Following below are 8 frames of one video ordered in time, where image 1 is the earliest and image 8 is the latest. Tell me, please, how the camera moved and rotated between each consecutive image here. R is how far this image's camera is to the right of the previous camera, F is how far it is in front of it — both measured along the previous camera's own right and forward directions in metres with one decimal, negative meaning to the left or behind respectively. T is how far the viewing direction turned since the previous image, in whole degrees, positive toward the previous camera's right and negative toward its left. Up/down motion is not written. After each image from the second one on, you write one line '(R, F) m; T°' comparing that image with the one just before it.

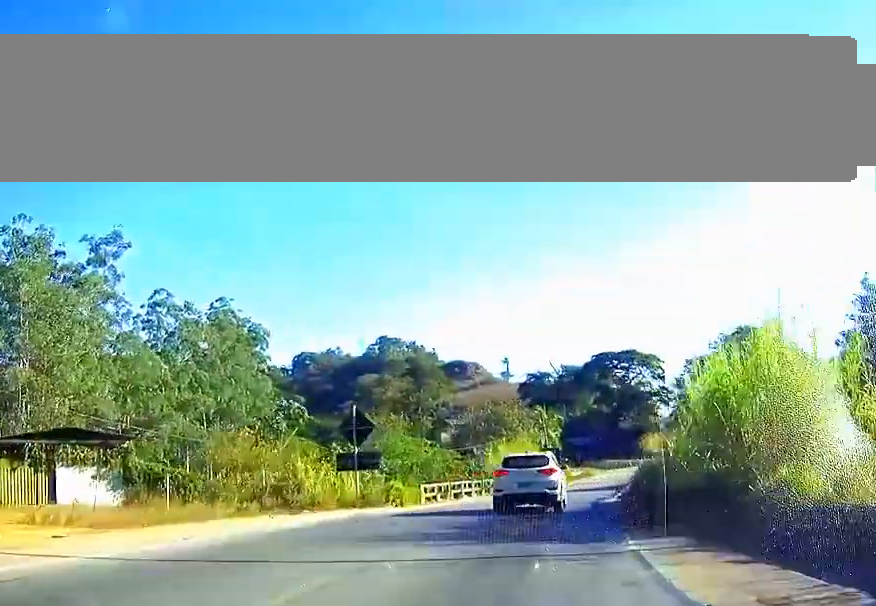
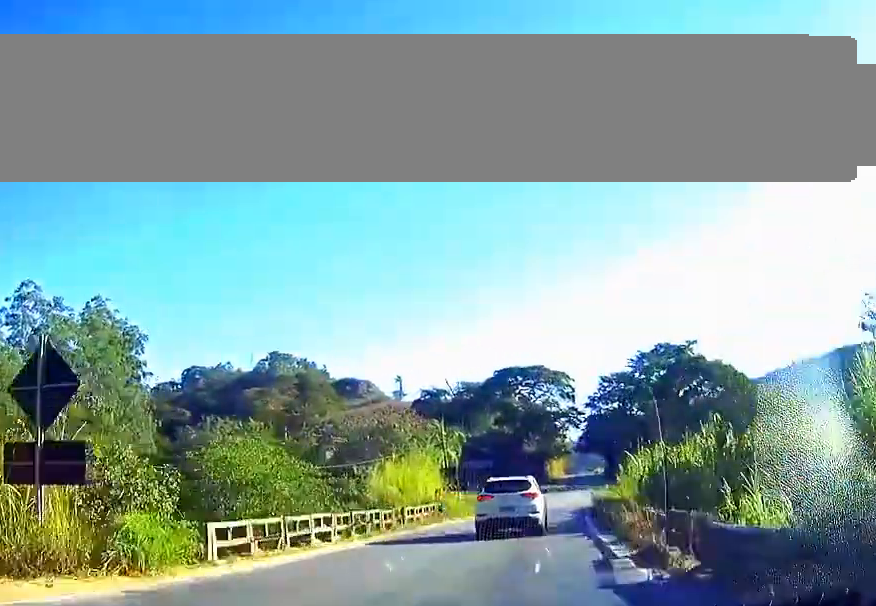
(+1.0, +16.7) m; +4°
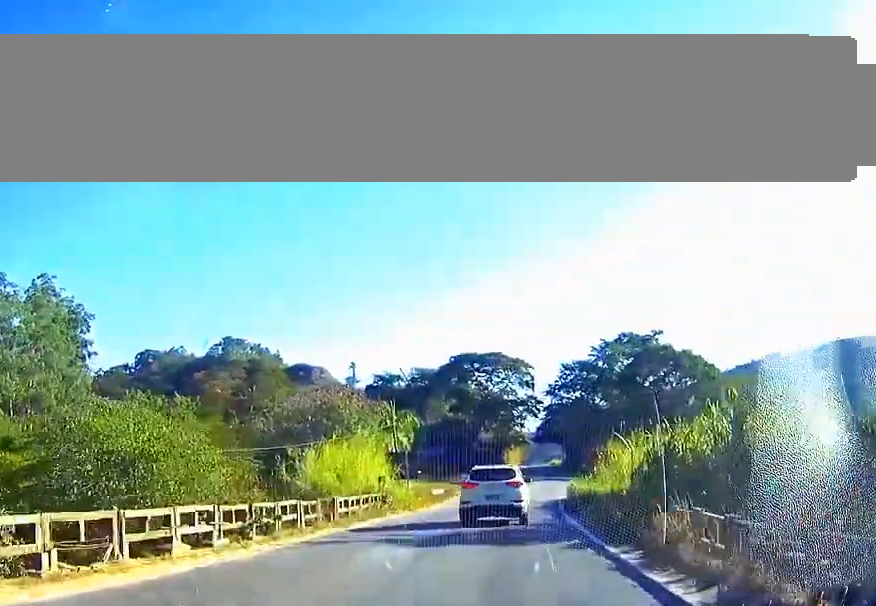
(+0.1, +7.2) m; +2°
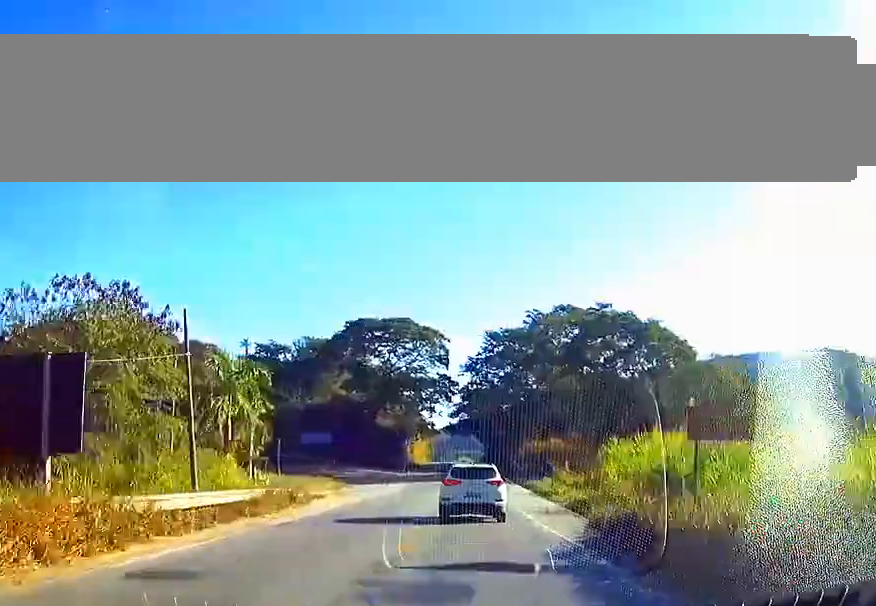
(+4.0, +32.9) m; +12°
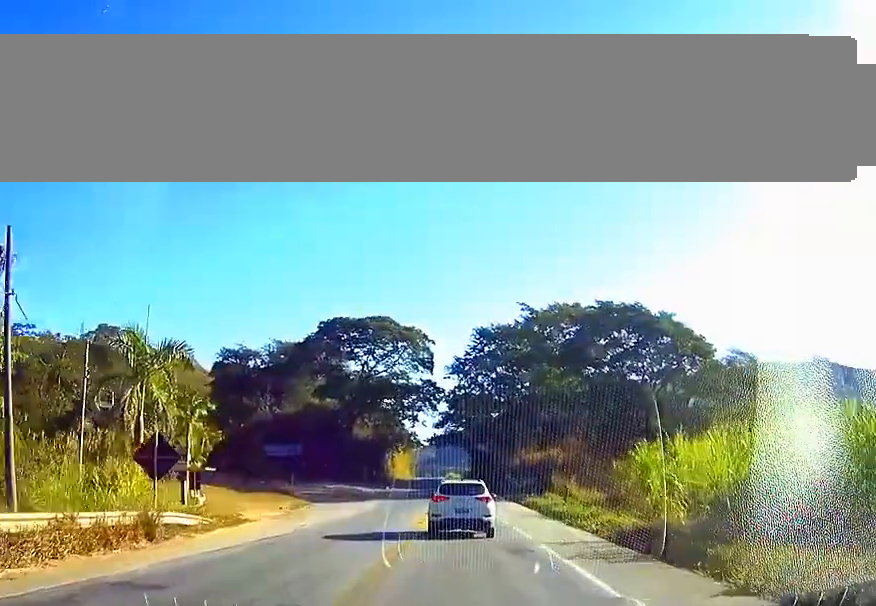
(+0.1, +13.8) m; +2°
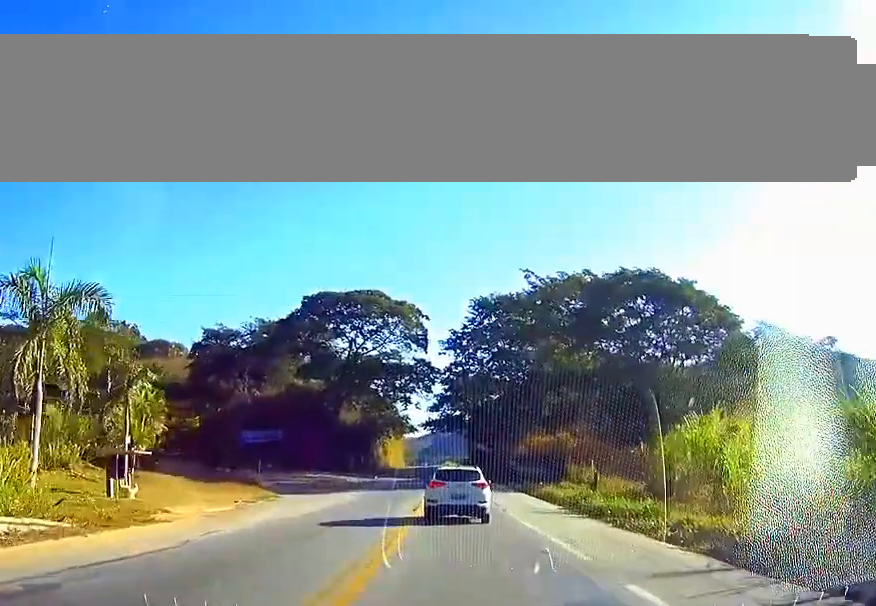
(+0.2, +10.9) m; +1°
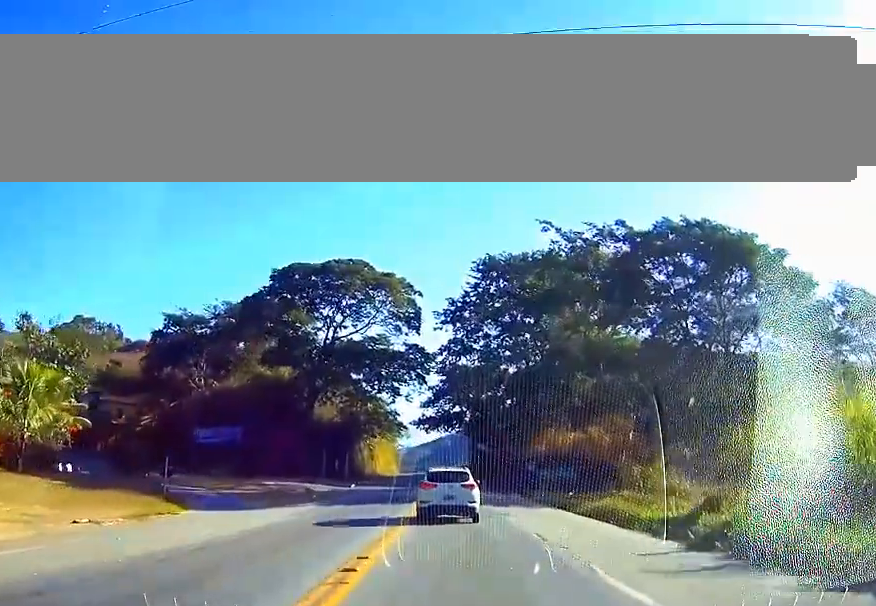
(+0.1, +20.0) m; 0°
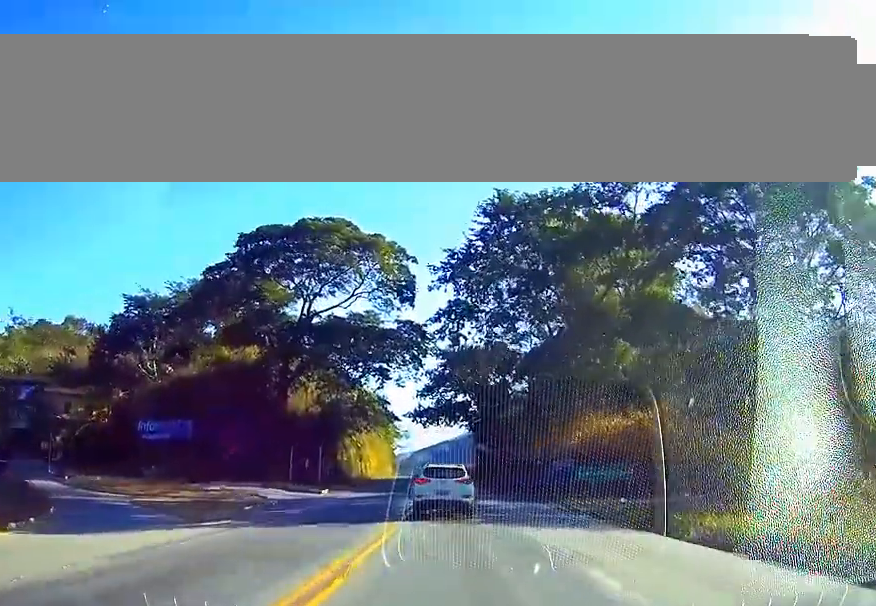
(0.0, +16.6) m; -1°
